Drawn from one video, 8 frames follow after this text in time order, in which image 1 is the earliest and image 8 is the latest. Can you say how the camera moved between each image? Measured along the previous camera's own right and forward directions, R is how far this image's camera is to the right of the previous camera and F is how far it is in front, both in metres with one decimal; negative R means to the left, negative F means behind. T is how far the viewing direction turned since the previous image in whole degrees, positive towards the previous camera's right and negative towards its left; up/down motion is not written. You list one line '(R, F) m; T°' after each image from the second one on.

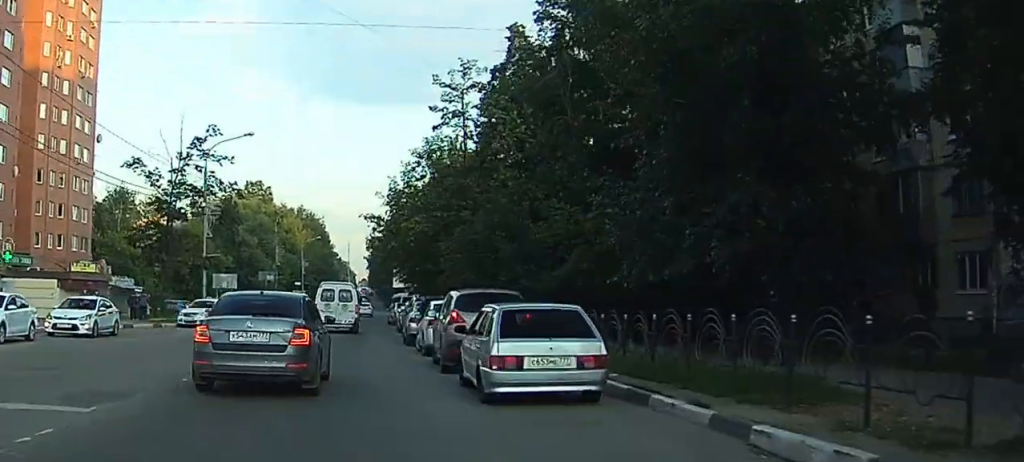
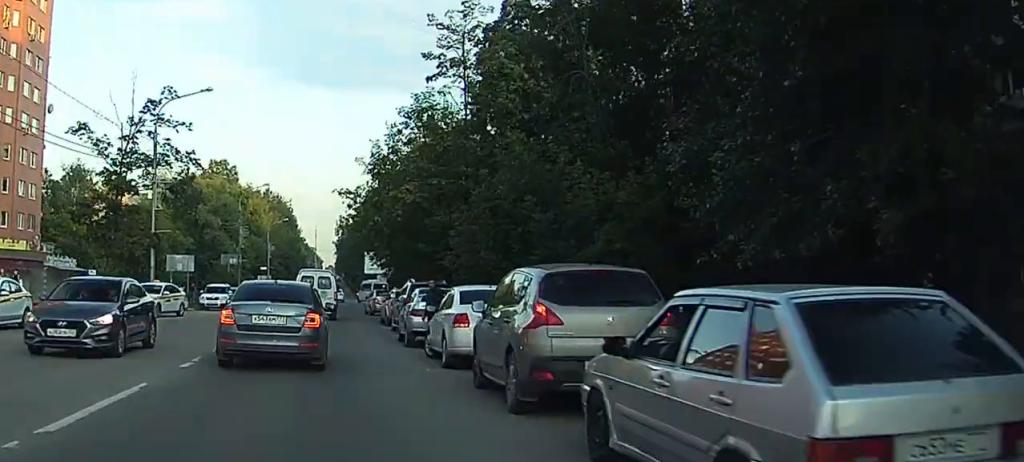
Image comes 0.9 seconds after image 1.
(+0.4, +7.1) m; +3°
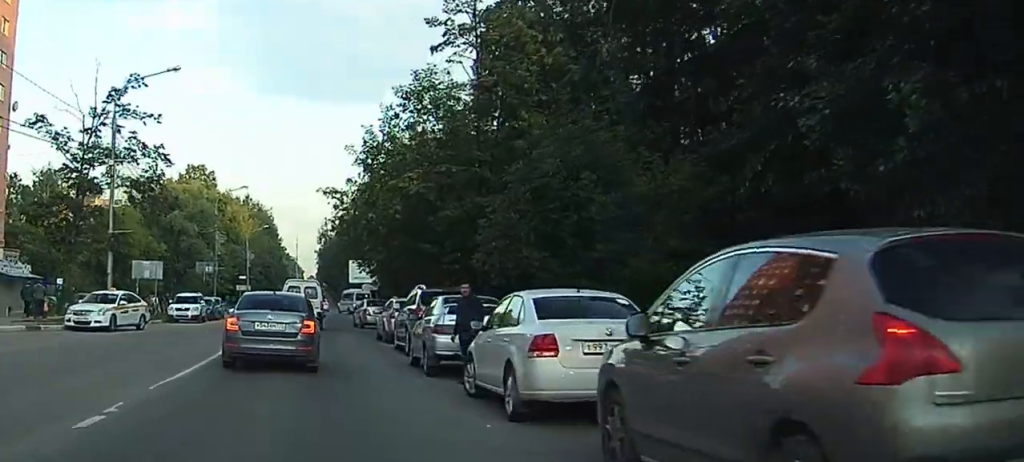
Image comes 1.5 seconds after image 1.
(+0.2, +5.7) m; +2°
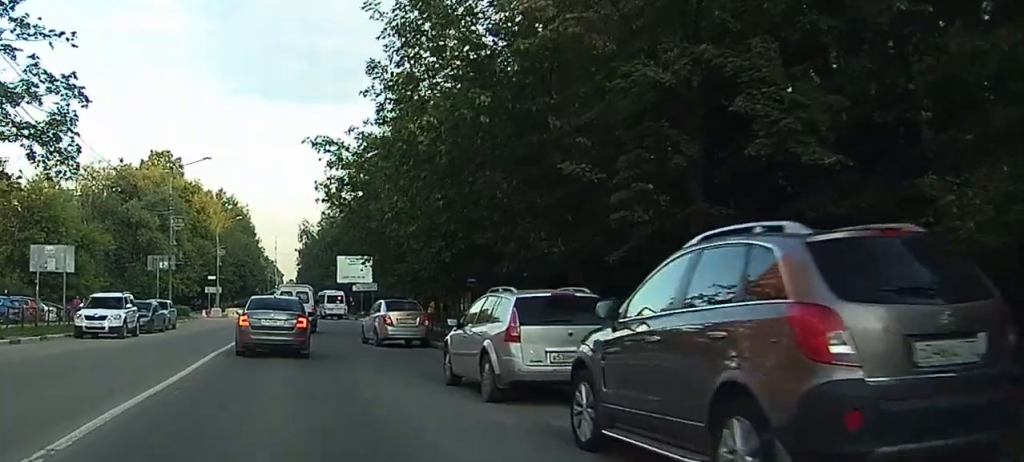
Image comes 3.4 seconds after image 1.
(+0.1, +17.1) m; +2°
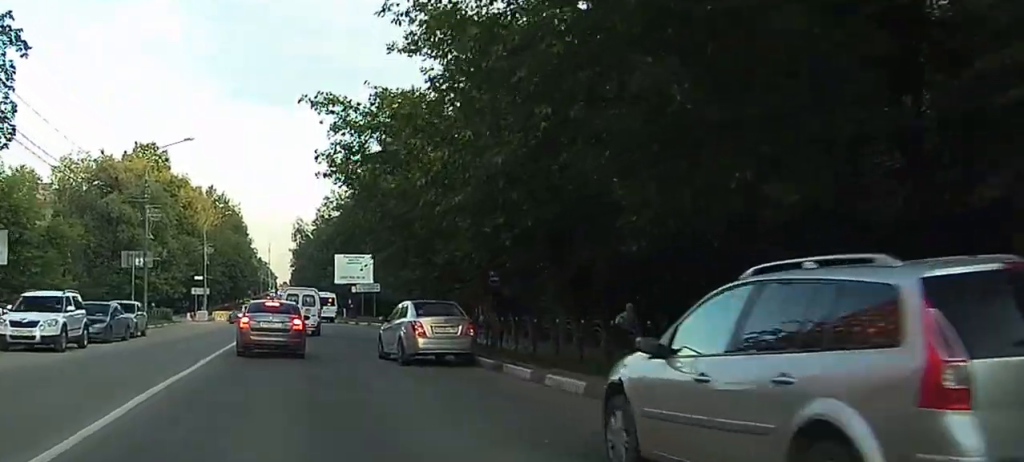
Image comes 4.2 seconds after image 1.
(-0.1, +7.9) m; -1°
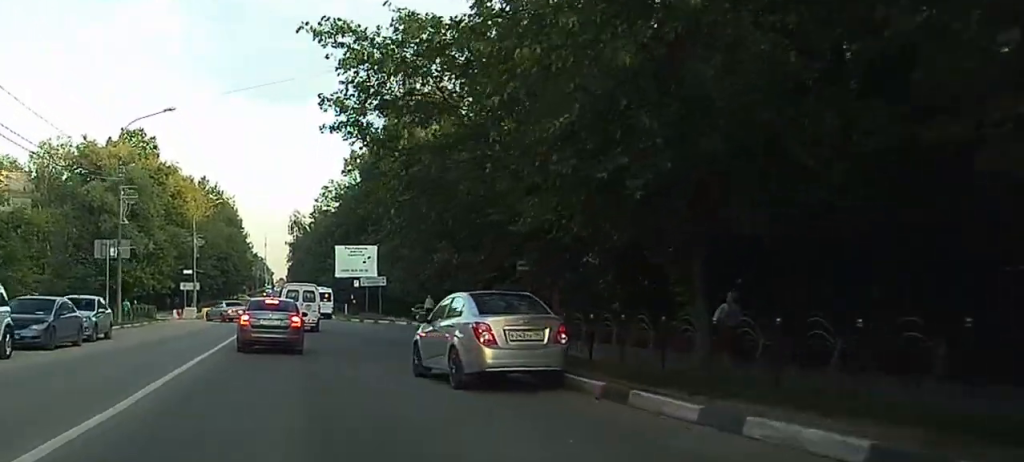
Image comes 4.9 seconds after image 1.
(0.0, +7.1) m; 0°
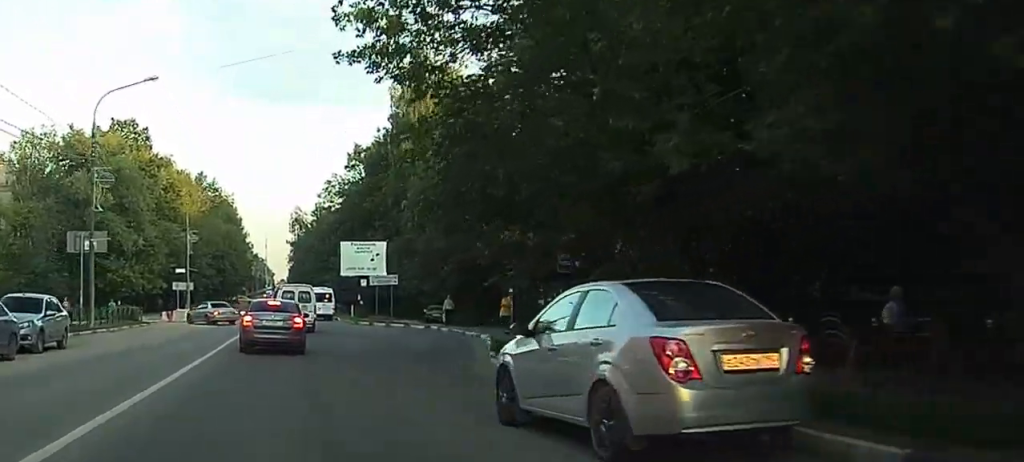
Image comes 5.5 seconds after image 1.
(0.0, +6.5) m; 0°
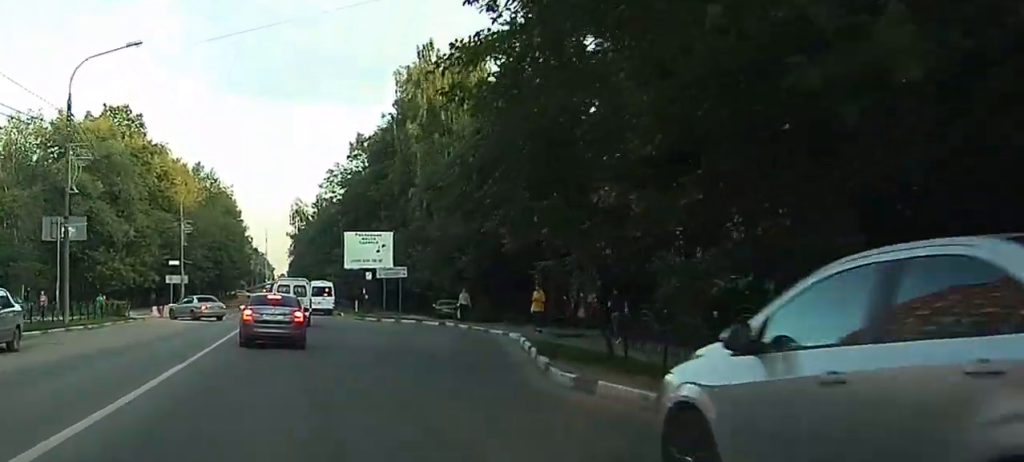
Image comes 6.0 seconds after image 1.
(+0.1, +4.5) m; -1°
